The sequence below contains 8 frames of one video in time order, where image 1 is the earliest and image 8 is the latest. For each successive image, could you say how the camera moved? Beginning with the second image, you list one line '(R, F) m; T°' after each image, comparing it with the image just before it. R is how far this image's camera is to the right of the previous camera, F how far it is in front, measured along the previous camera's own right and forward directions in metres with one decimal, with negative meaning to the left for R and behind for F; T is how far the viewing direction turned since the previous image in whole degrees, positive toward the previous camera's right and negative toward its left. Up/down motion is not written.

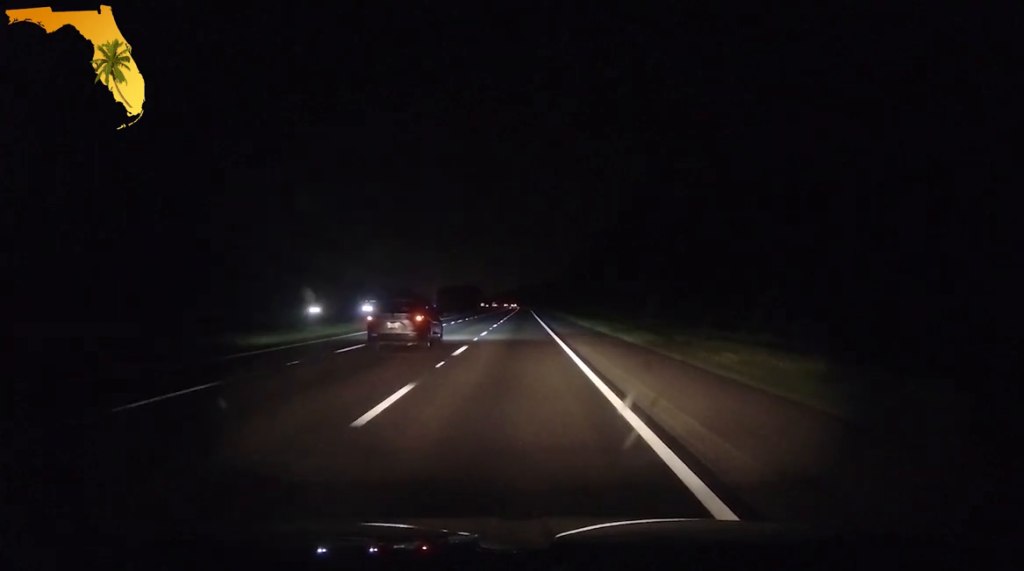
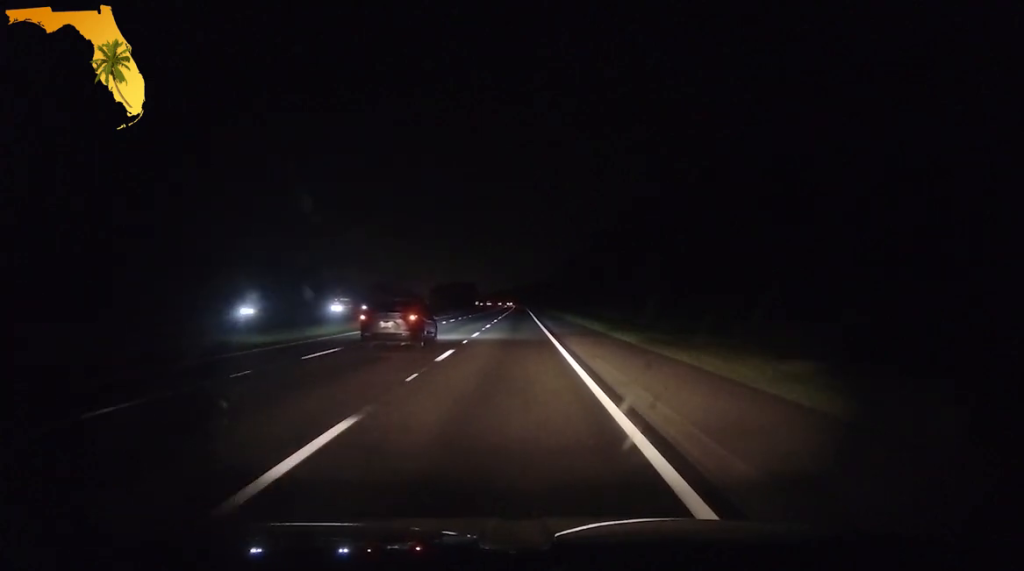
(+0.3, +25.9) m; +1°
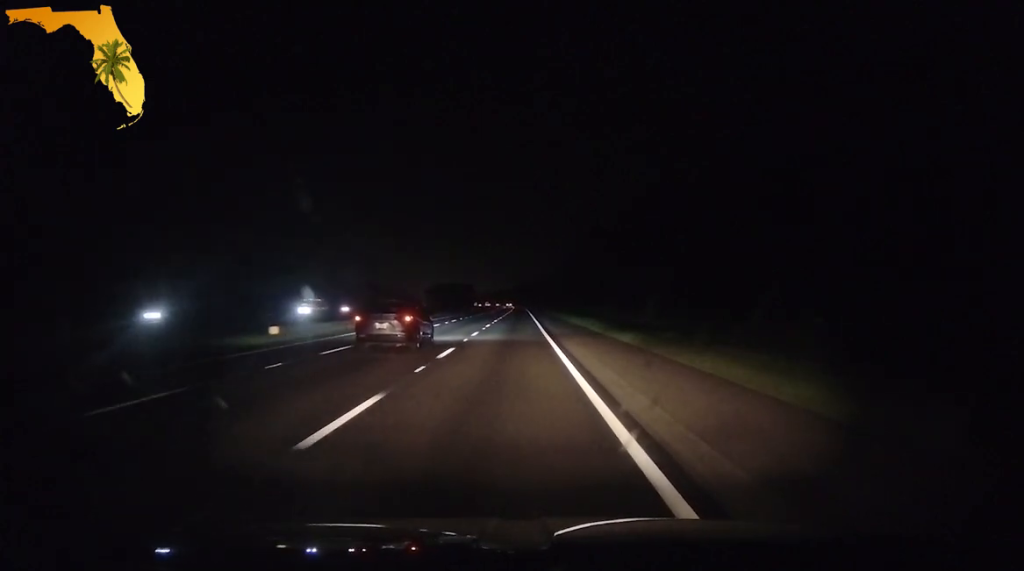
(+0.2, +21.6) m; 0°
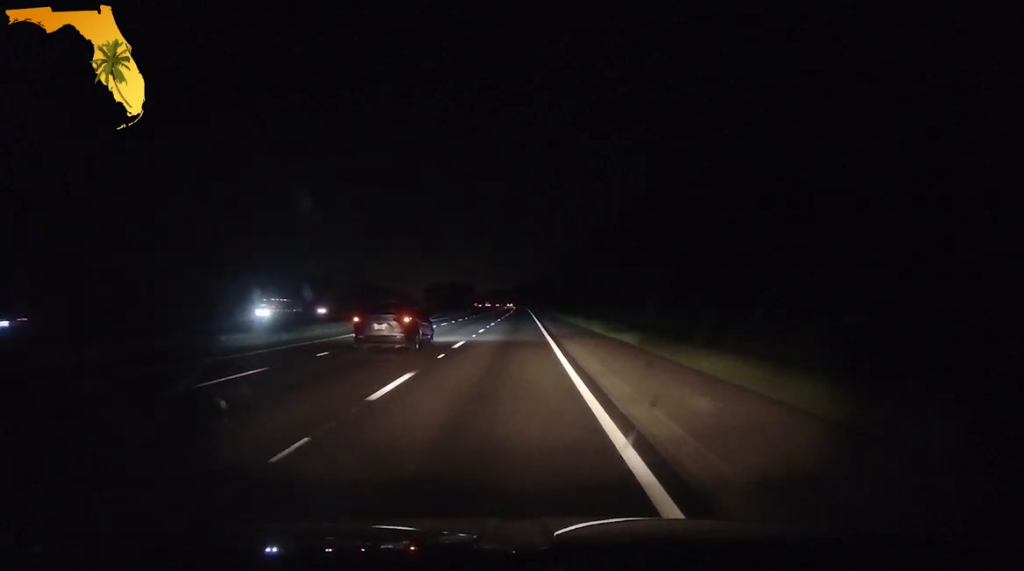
(-0.2, +19.5) m; 0°
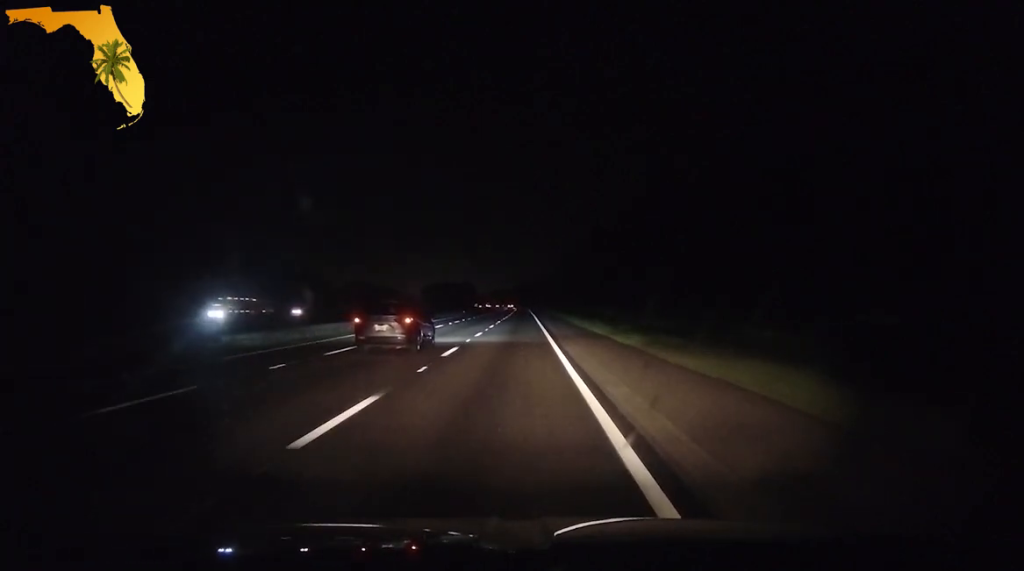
(-0.1, +15.1) m; 0°
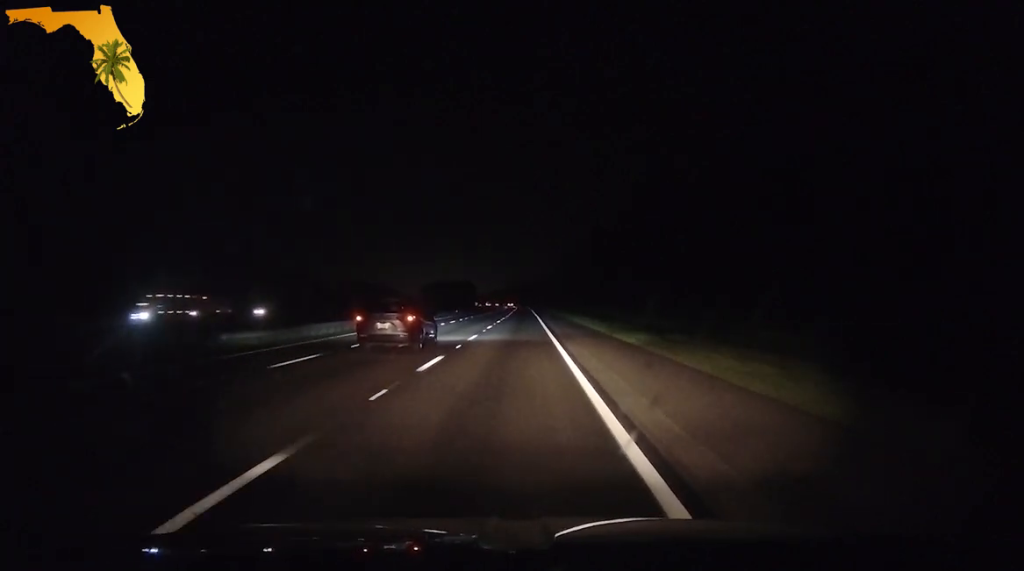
(0.0, +16.4) m; 0°
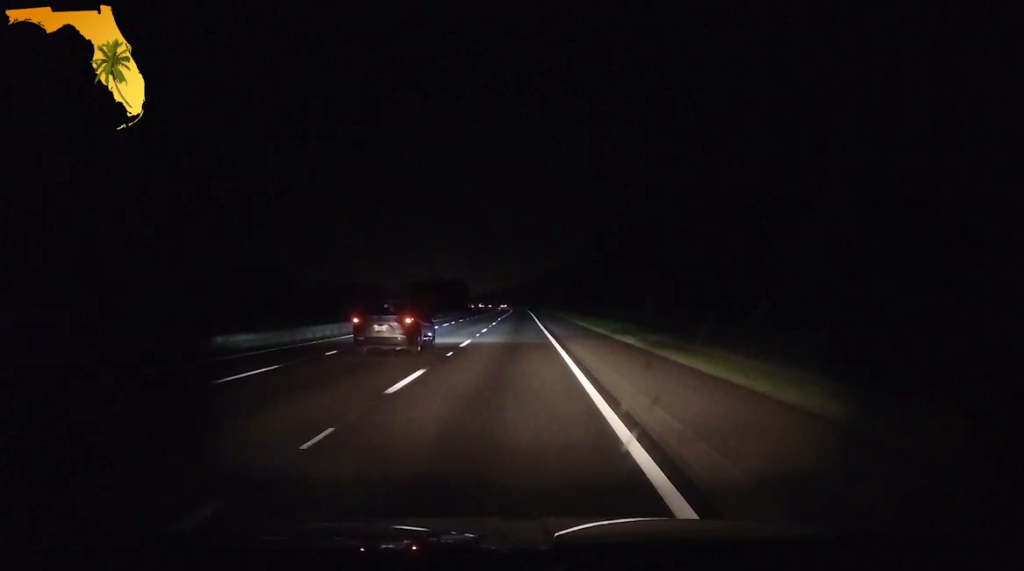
(-0.5, +50.3) m; -1°
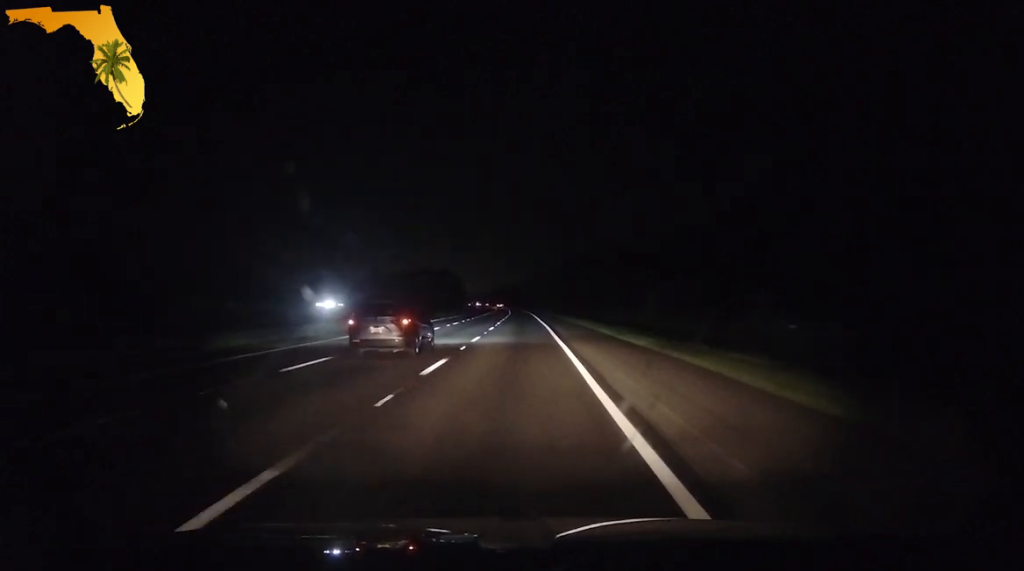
(0.0, +80.5) m; 0°
